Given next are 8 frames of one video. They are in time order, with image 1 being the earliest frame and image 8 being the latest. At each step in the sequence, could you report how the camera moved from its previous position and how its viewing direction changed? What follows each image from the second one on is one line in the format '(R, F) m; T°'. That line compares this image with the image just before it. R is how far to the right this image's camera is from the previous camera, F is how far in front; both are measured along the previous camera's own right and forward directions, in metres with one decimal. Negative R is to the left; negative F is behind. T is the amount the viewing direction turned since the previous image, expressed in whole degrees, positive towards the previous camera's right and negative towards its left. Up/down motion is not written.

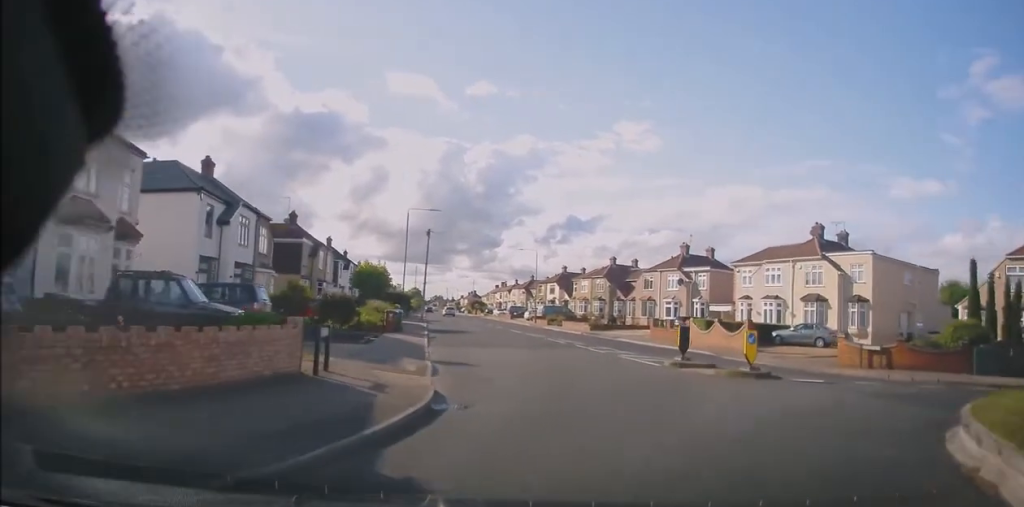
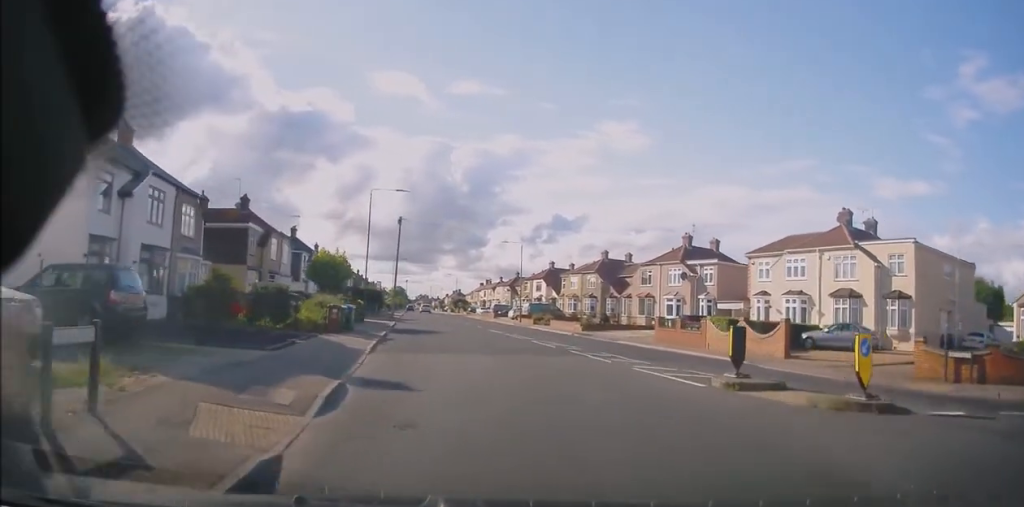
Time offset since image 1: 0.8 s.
(+0.4, +6.2) m; +3°
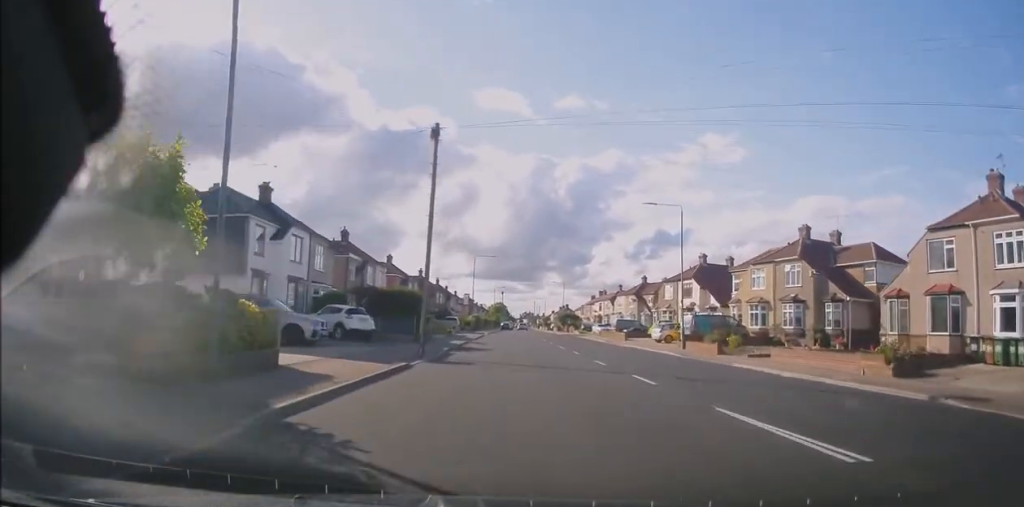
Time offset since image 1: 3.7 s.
(-2.7, +27.8) m; -7°
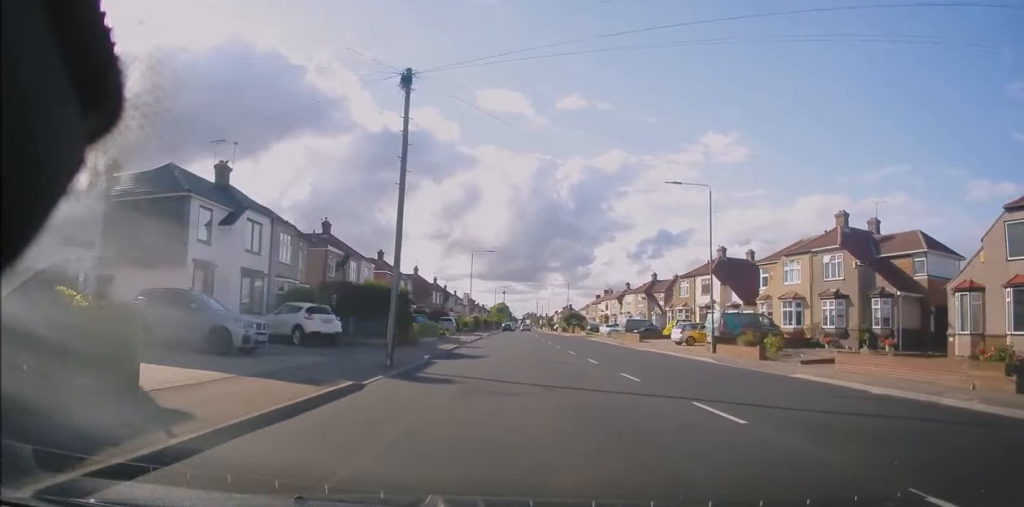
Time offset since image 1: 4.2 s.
(+0.2, +5.3) m; 0°
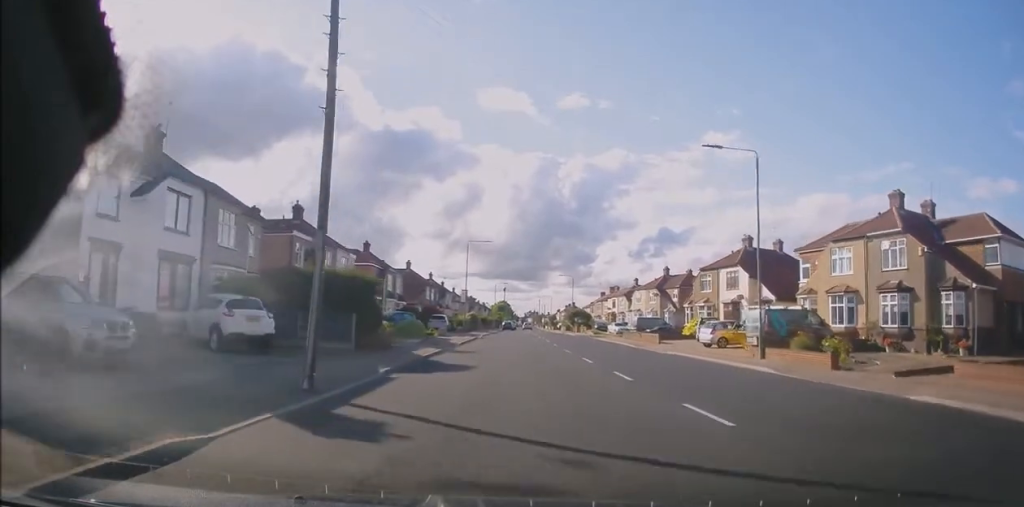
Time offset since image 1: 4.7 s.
(+0.1, +6.2) m; 0°
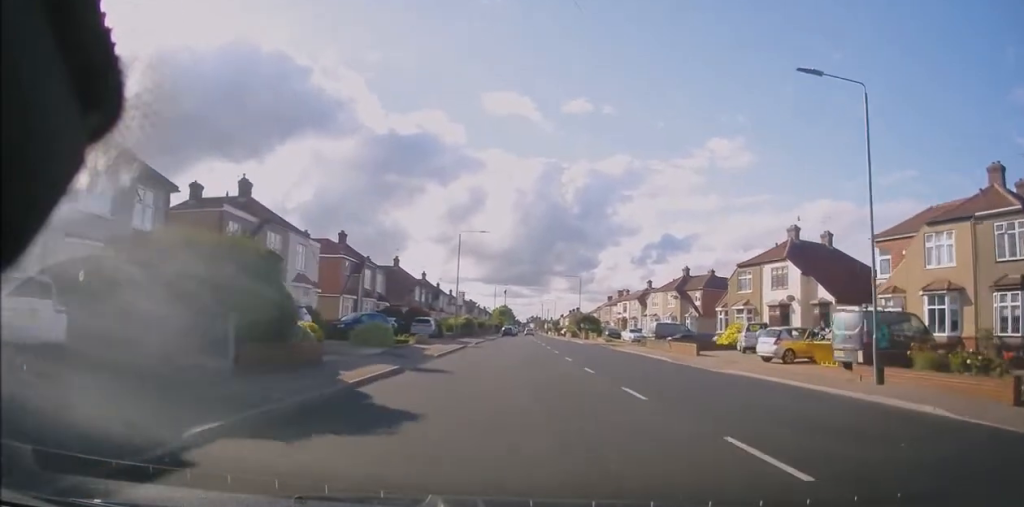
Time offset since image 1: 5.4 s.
(-0.4, +8.5) m; 0°
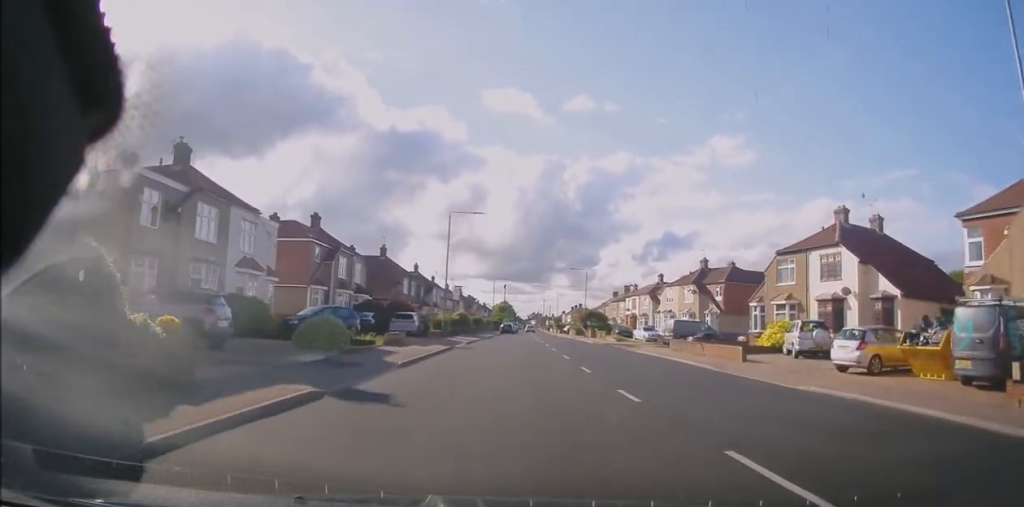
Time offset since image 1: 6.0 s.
(0.0, +6.7) m; 0°
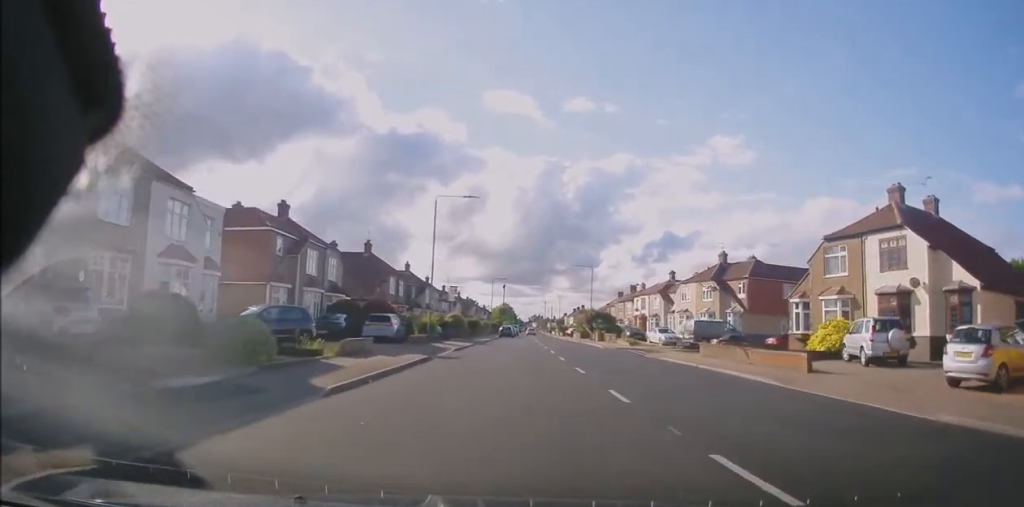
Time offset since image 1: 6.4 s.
(+0.1, +6.0) m; +1°
